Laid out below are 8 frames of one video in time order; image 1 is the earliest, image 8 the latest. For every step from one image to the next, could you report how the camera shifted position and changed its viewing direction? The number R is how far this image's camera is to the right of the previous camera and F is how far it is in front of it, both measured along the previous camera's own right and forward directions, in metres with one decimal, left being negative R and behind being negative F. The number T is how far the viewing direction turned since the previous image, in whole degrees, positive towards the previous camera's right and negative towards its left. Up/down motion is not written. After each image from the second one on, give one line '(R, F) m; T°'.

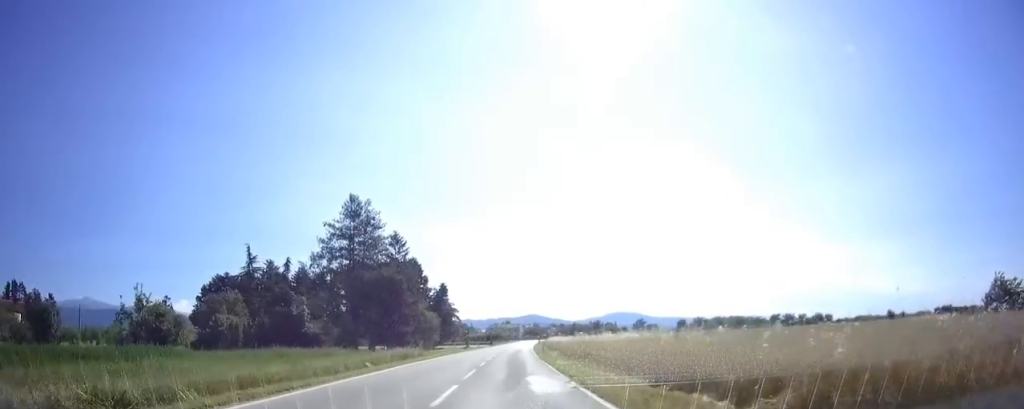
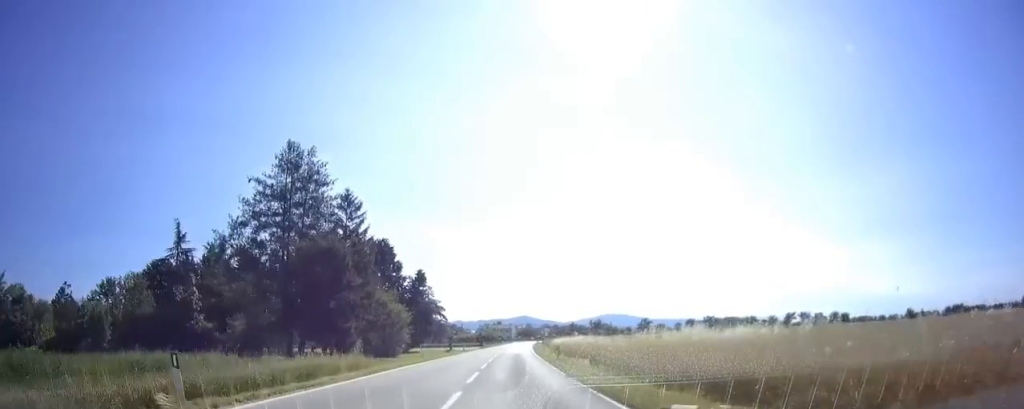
(0.0, +16.5) m; +1°
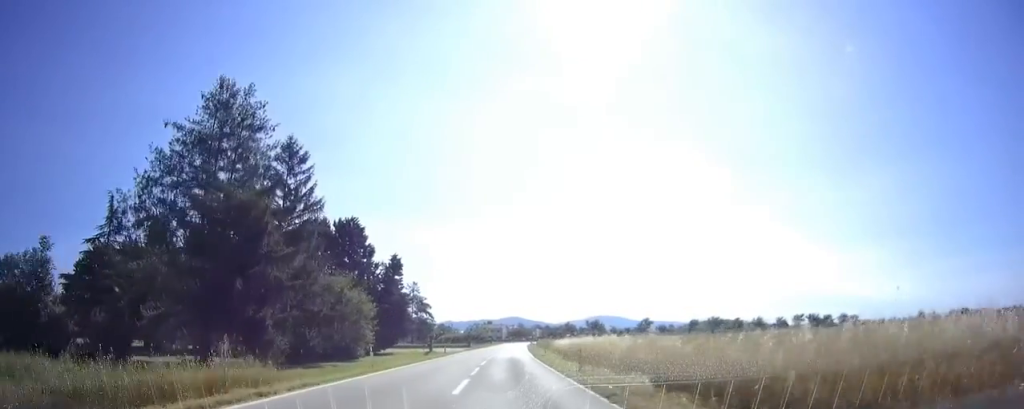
(+0.3, +11.0) m; +1°
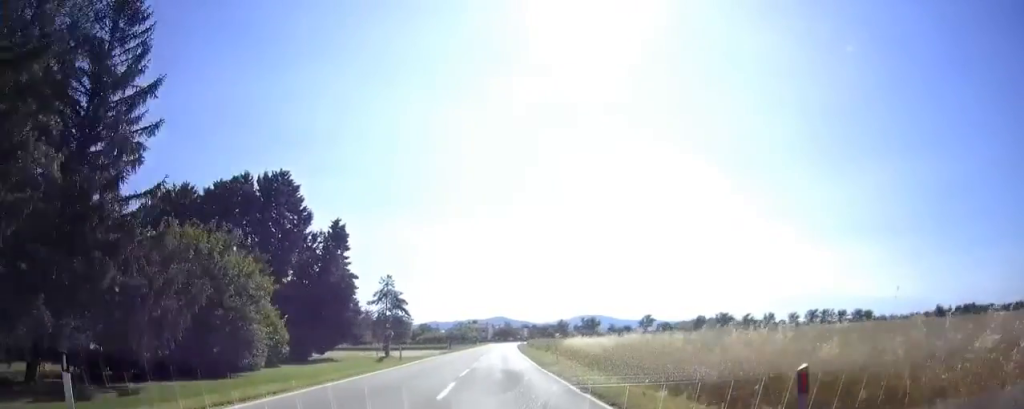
(+0.1, +16.5) m; 0°
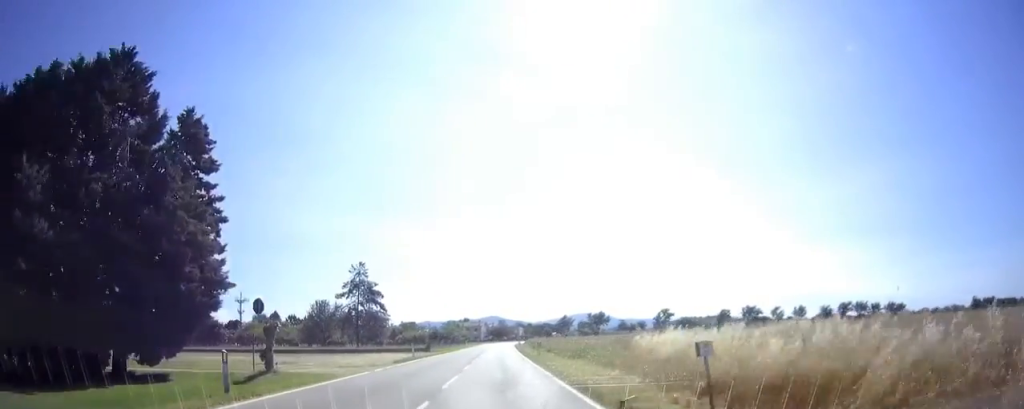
(0.0, +18.9) m; 0°
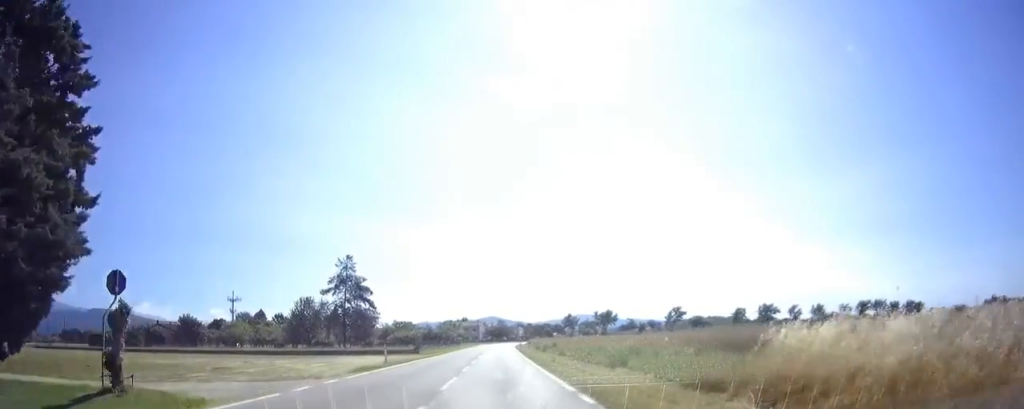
(0.0, +8.5) m; 0°
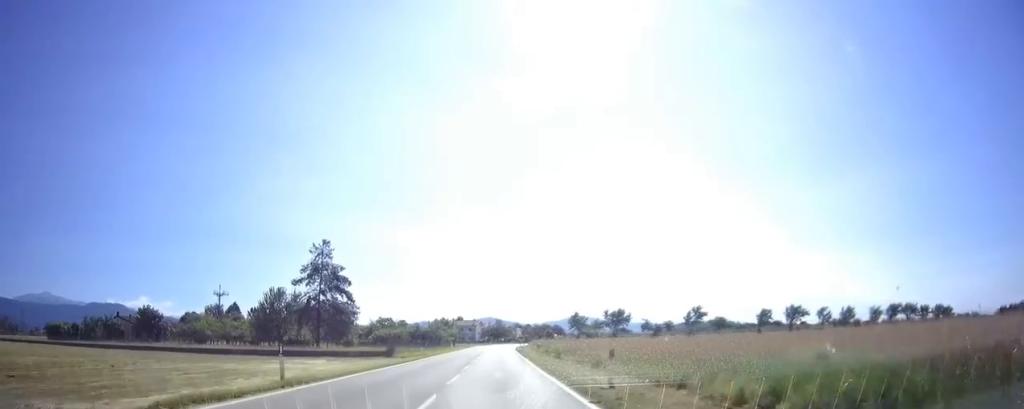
(0.0, +13.3) m; 0°
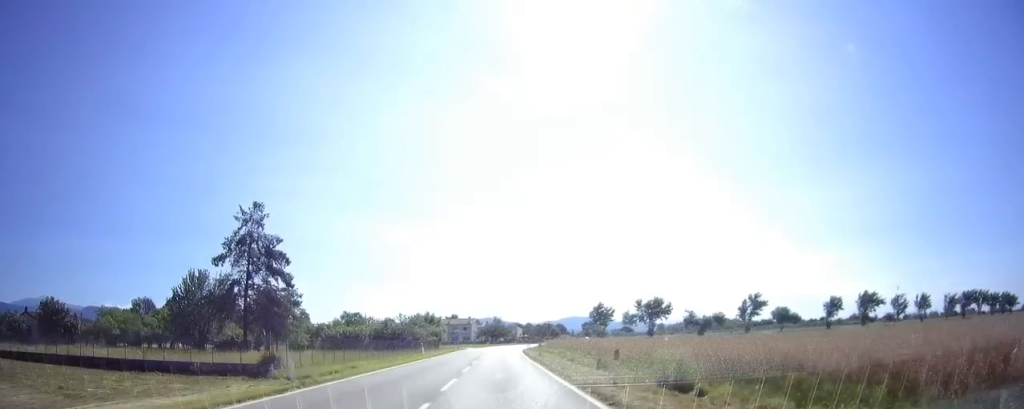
(0.0, +24.0) m; 0°
